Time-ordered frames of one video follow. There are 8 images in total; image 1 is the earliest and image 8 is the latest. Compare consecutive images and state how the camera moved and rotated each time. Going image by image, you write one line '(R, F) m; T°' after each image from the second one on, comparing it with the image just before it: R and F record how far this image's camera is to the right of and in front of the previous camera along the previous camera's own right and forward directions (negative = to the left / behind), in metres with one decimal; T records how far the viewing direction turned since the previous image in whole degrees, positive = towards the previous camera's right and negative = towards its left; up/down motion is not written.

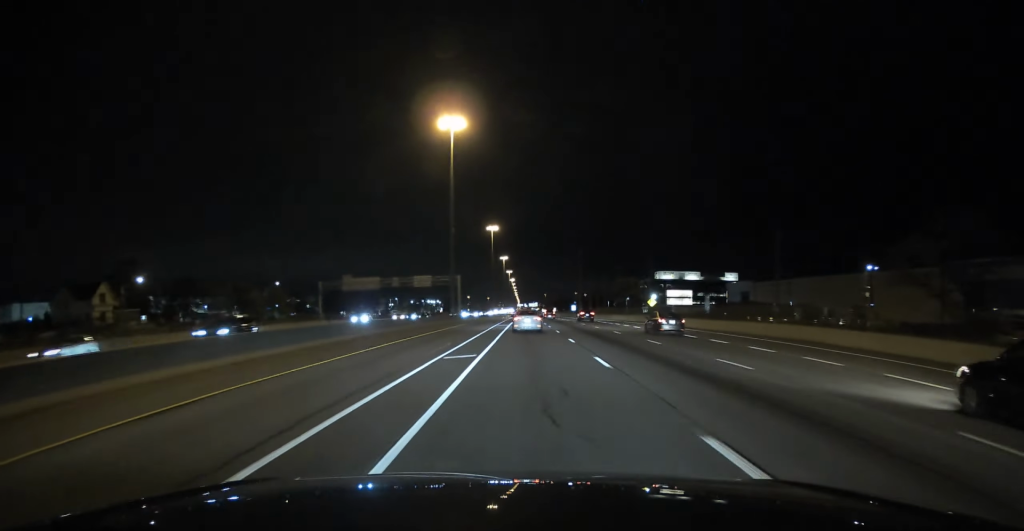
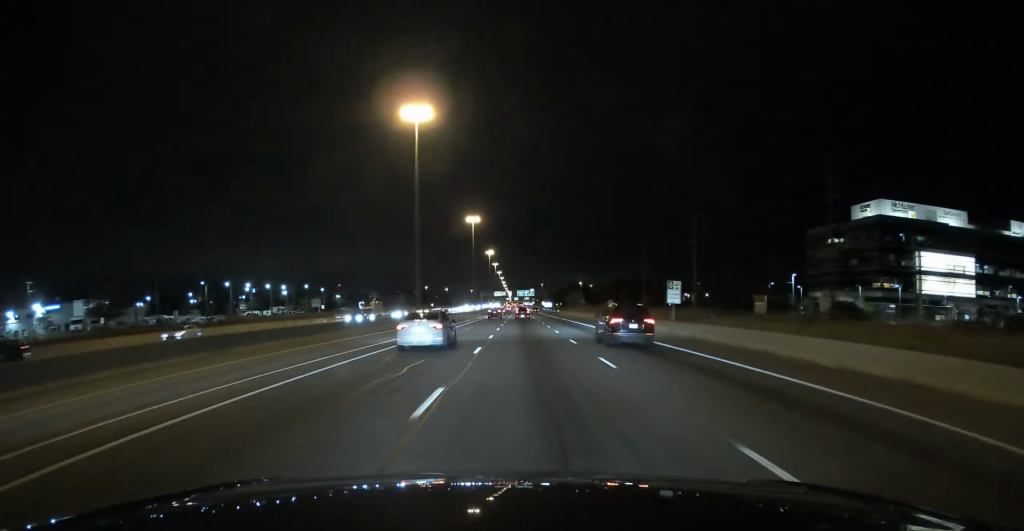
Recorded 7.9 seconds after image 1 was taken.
(-0.9, +197.6) m; 0°
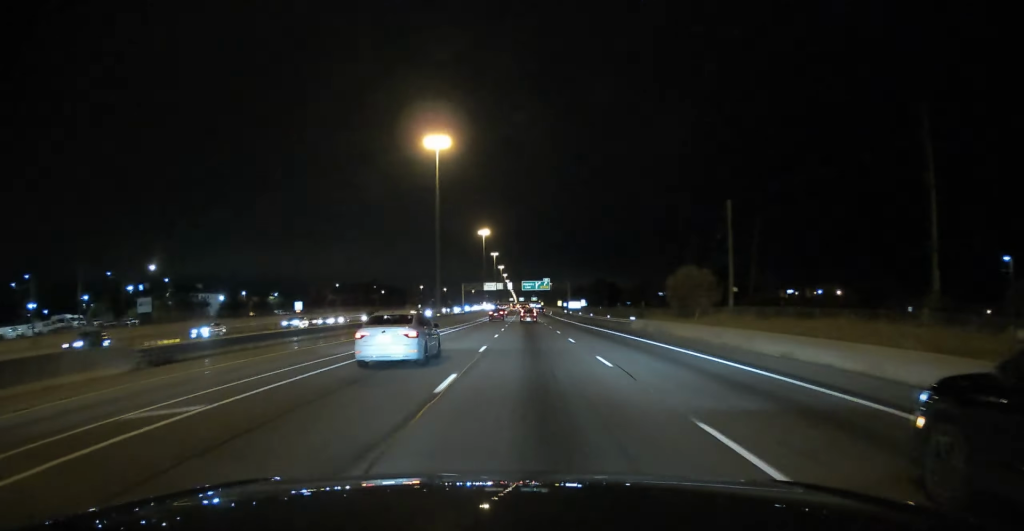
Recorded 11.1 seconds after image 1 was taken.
(-0.1, +85.3) m; 0°
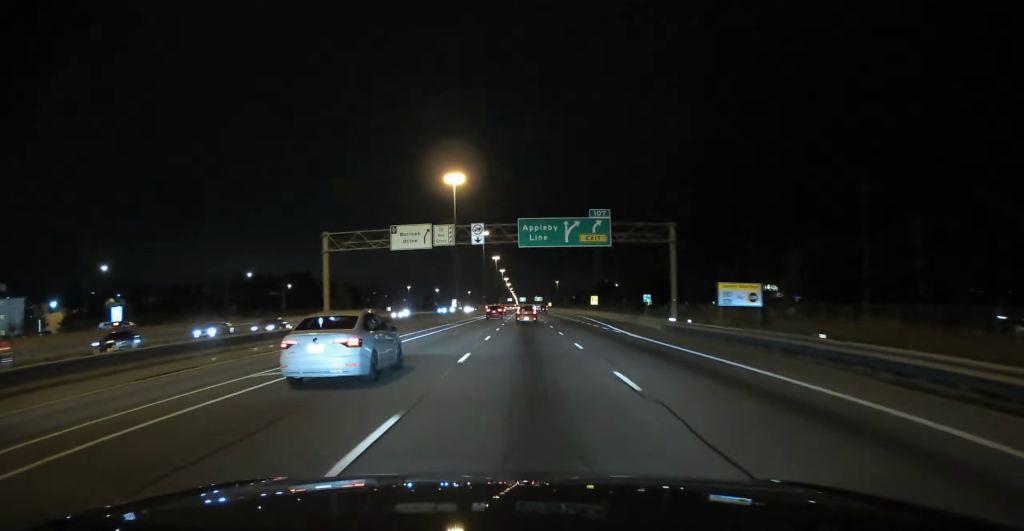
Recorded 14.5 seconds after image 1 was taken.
(+0.3, +100.0) m; 0°
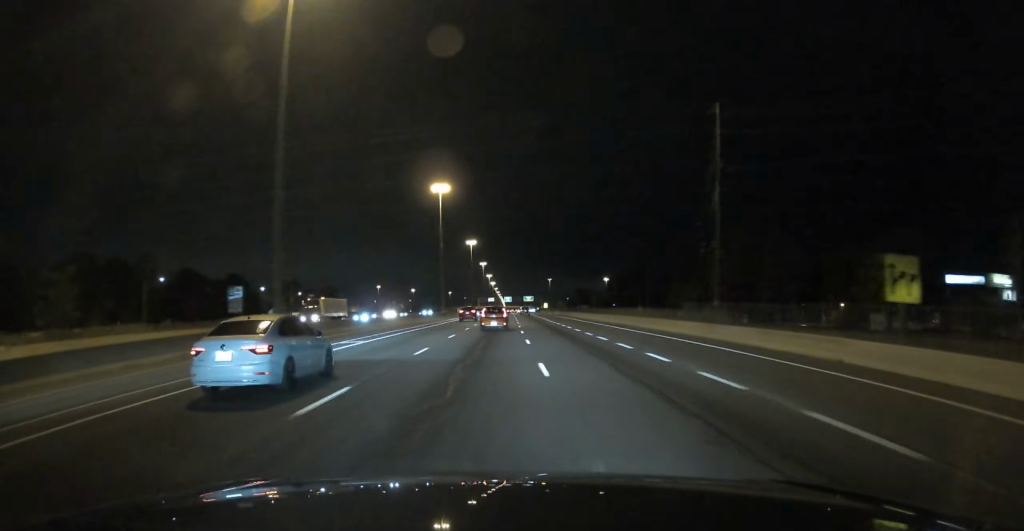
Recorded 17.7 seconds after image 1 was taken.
(+0.1, +96.3) m; 0°
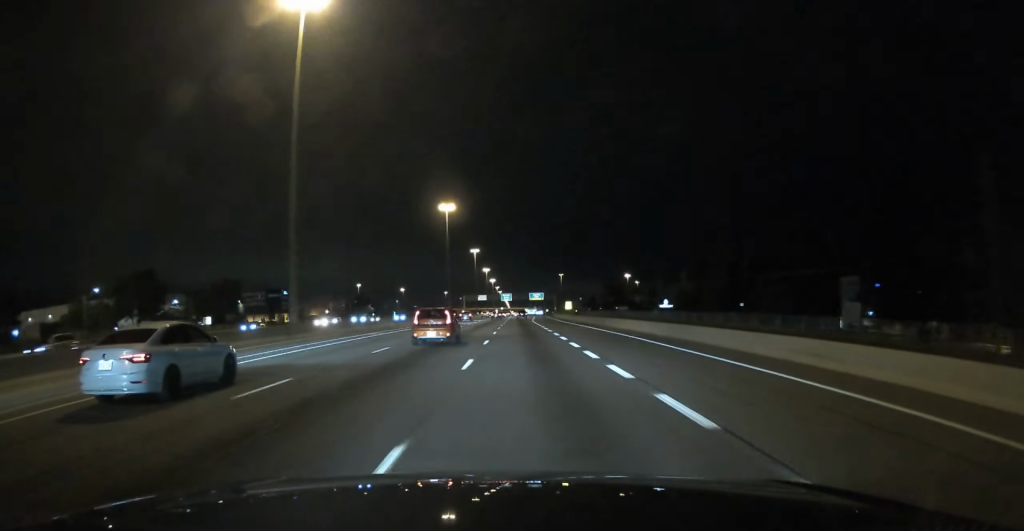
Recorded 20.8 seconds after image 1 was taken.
(+0.2, +98.4) m; 0°
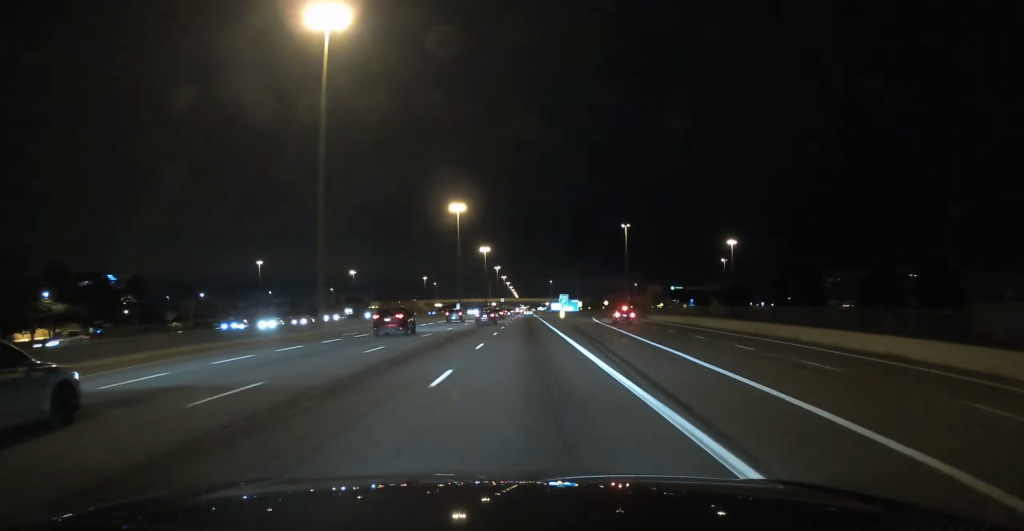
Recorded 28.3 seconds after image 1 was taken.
(-1.8, +240.9) m; -1°
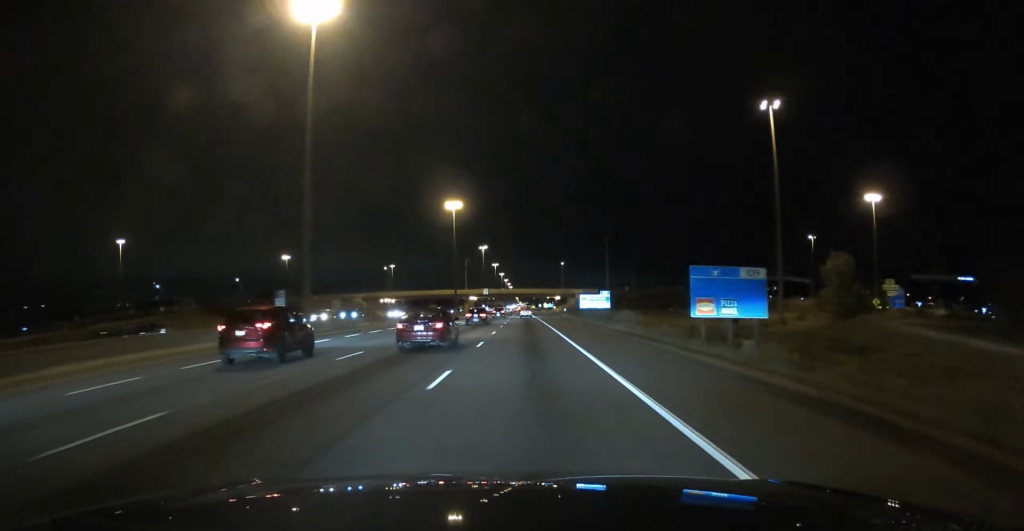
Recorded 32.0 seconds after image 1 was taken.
(-0.1, +123.2) m; 0°
